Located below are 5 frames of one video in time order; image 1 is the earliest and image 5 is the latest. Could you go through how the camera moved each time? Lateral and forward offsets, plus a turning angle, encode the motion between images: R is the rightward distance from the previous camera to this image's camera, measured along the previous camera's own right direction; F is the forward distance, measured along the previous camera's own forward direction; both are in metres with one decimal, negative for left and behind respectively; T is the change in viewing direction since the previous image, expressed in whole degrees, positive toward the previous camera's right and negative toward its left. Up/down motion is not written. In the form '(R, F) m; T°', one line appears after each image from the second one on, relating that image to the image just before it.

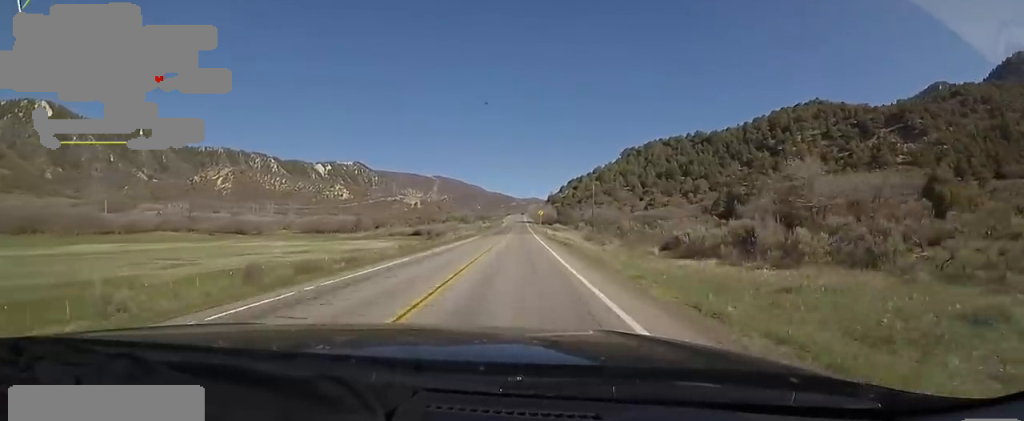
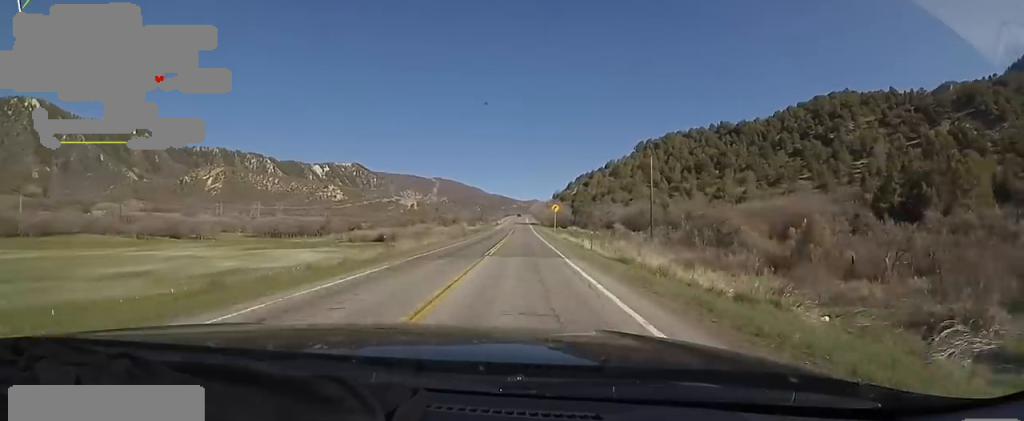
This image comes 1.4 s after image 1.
(-1.1, +41.8) m; -1°
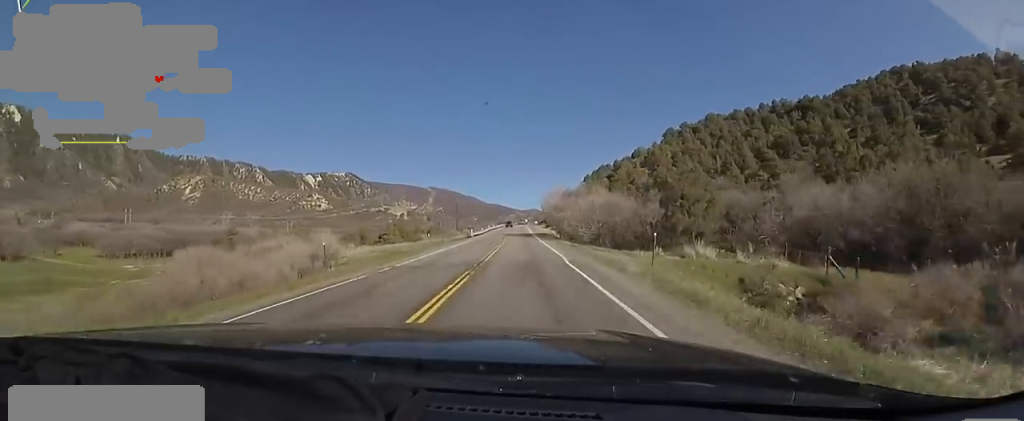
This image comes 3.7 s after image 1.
(+1.6, +70.8) m; 0°
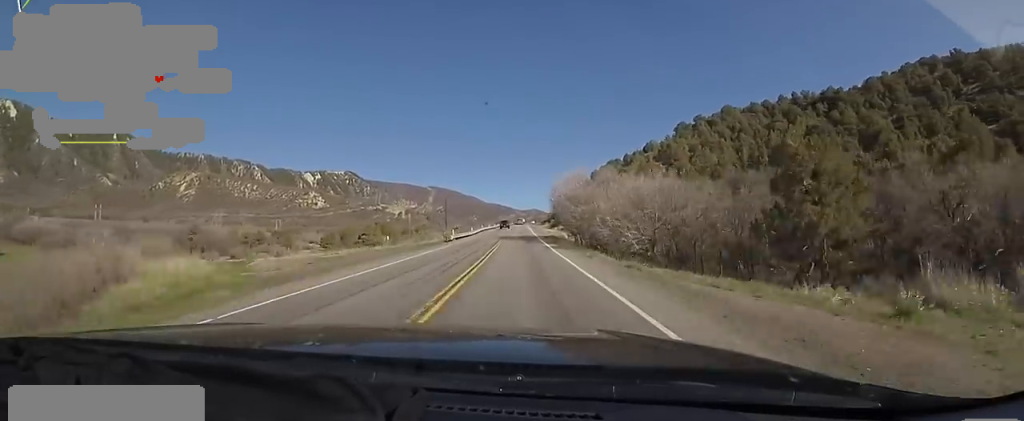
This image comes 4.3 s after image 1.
(-0.6, +18.0) m; 0°
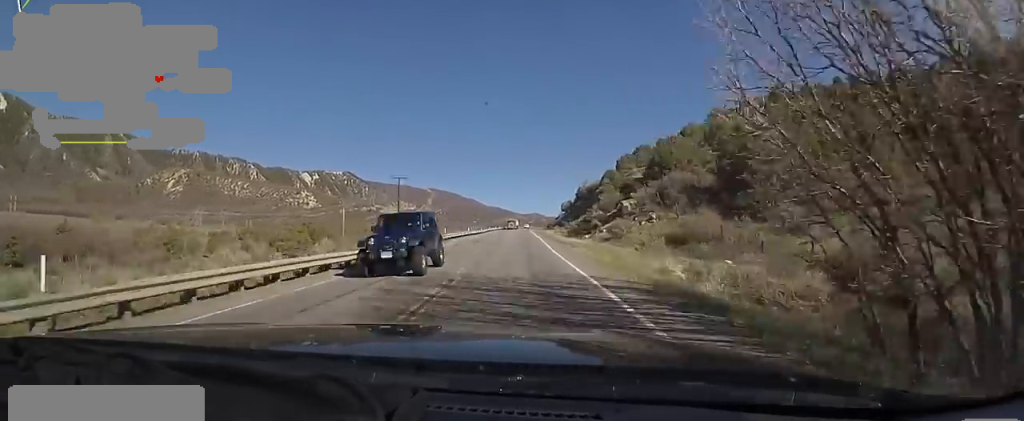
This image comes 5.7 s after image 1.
(+0.5, +41.7) m; -1°
